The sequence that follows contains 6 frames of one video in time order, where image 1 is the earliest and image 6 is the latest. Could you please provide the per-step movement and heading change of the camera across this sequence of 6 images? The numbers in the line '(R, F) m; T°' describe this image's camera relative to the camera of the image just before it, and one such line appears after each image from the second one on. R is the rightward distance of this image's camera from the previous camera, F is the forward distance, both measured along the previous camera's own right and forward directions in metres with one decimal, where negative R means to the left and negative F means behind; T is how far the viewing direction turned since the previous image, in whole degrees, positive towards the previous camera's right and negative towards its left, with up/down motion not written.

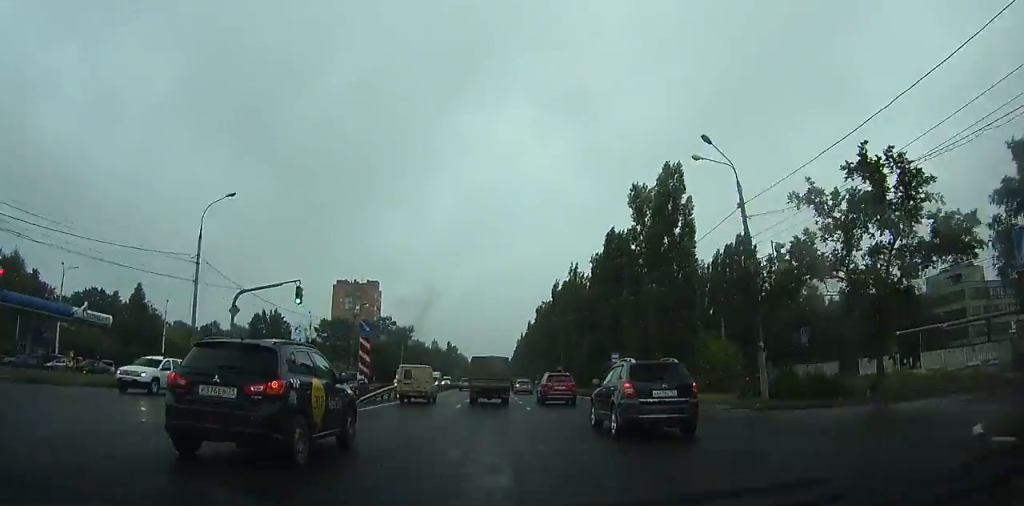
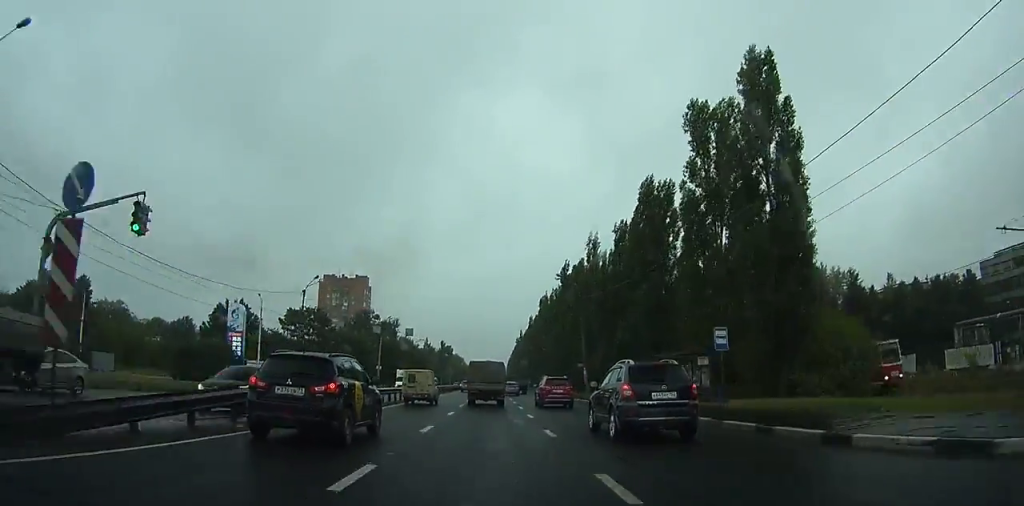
(0.0, +17.9) m; 0°
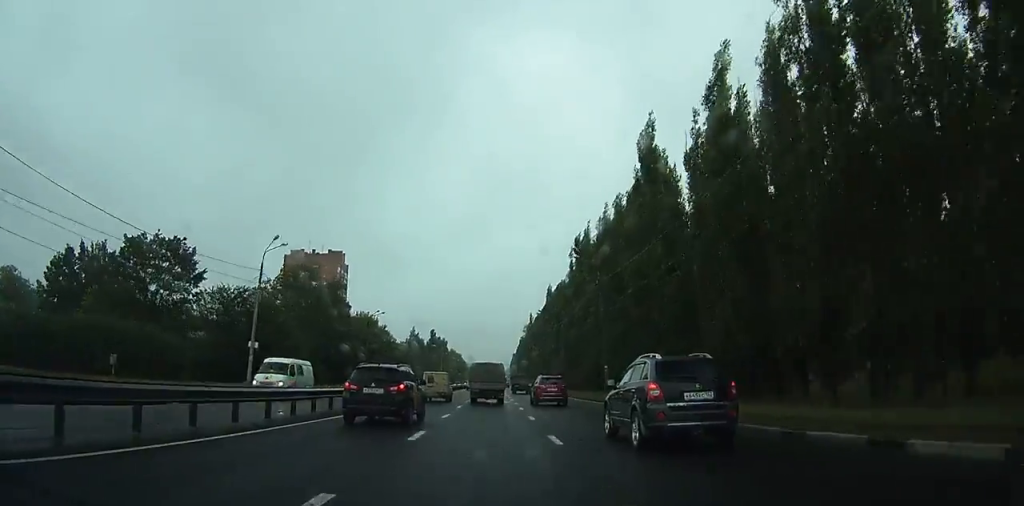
(-0.4, +44.1) m; -3°
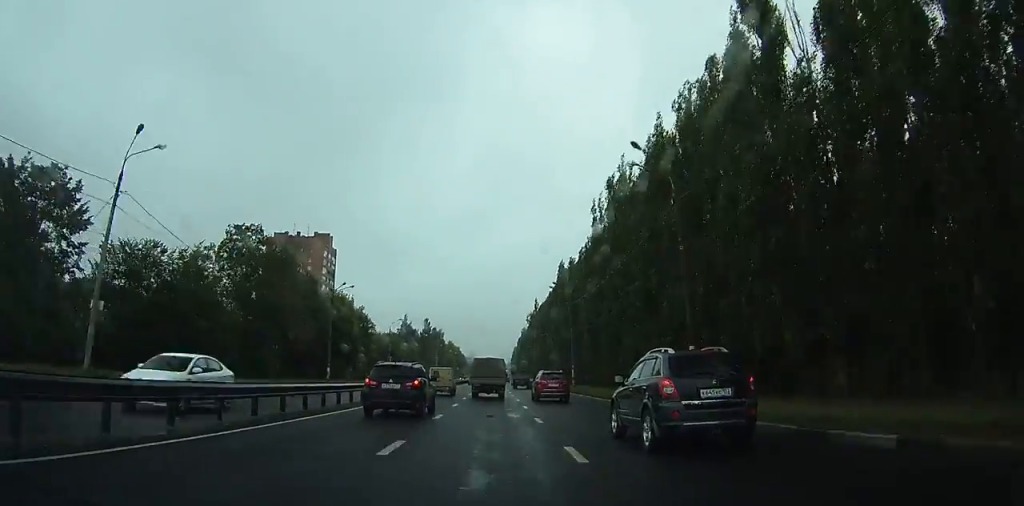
(0.0, +17.0) m; -2°
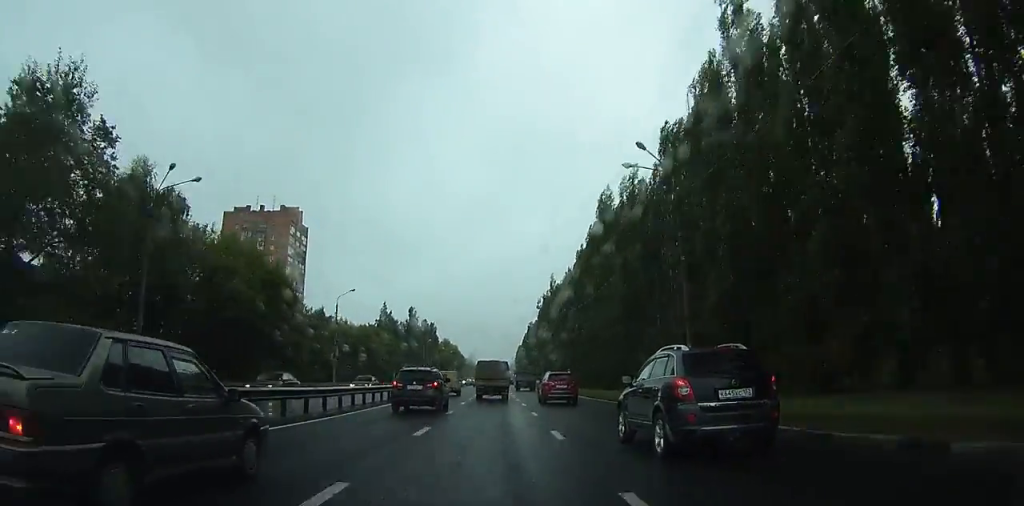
(+0.3, +34.7) m; +6°
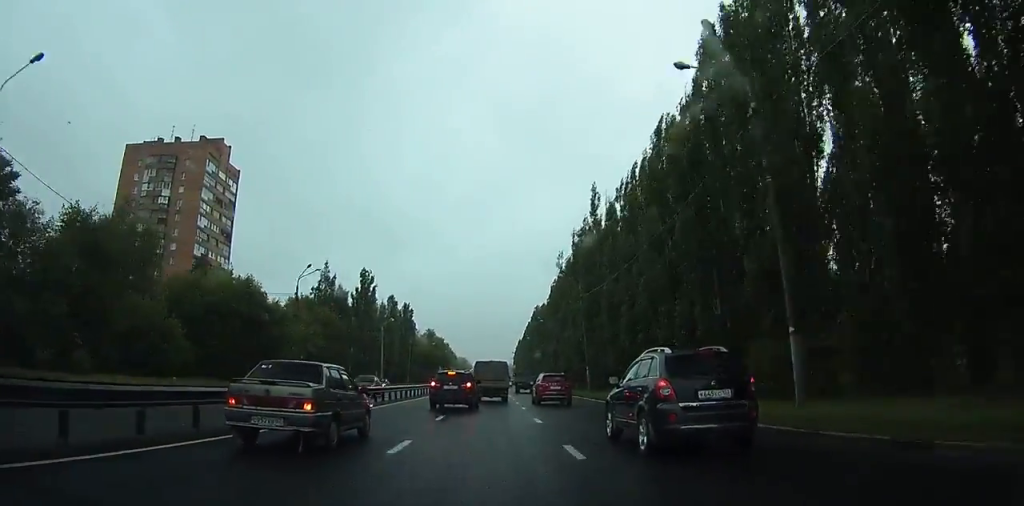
(+2.1, +50.1) m; -1°
